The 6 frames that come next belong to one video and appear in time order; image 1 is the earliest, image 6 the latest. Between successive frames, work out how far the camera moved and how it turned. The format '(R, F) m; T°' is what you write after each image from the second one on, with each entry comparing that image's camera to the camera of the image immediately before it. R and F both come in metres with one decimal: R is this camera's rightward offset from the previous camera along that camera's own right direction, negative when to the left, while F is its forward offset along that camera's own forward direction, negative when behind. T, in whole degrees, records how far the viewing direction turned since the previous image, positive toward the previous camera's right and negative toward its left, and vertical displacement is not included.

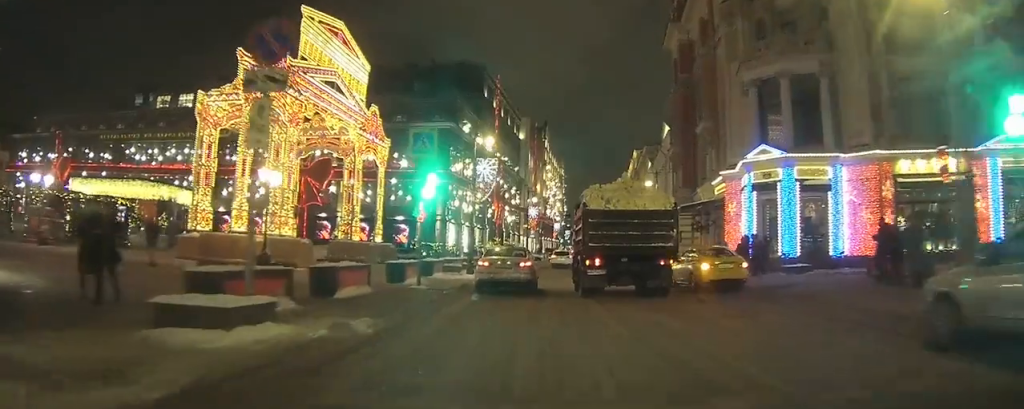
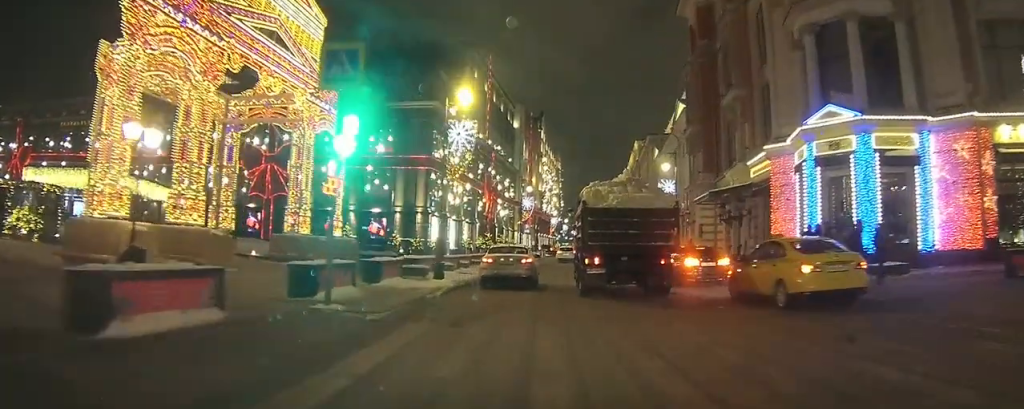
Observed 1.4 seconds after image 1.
(+0.1, +7.7) m; +1°
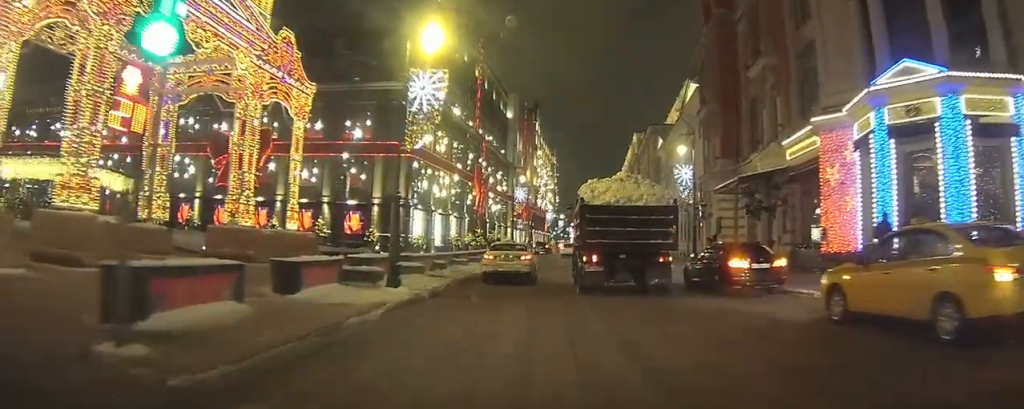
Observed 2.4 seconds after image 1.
(-0.1, +5.7) m; -2°
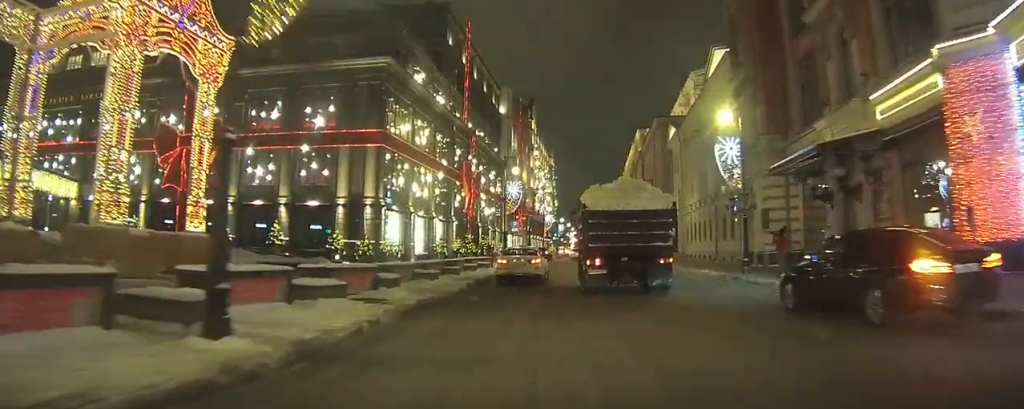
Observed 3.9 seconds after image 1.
(-0.2, +8.6) m; -2°
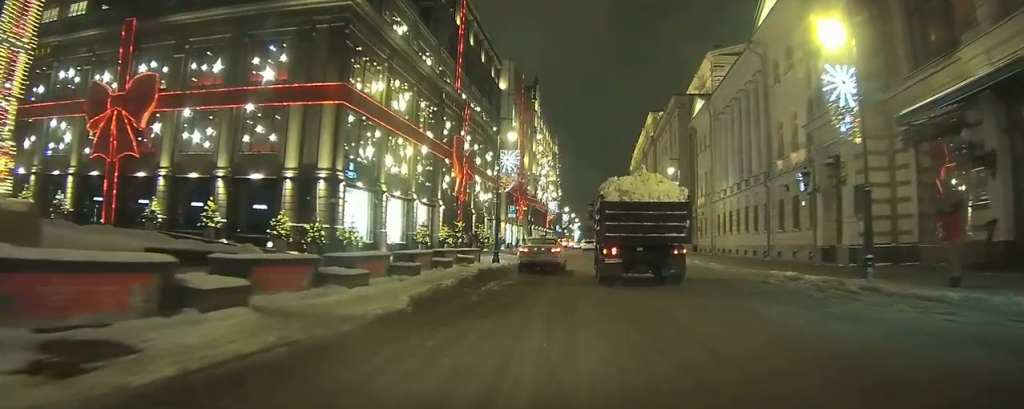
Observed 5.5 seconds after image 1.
(+0.2, +9.3) m; +2°
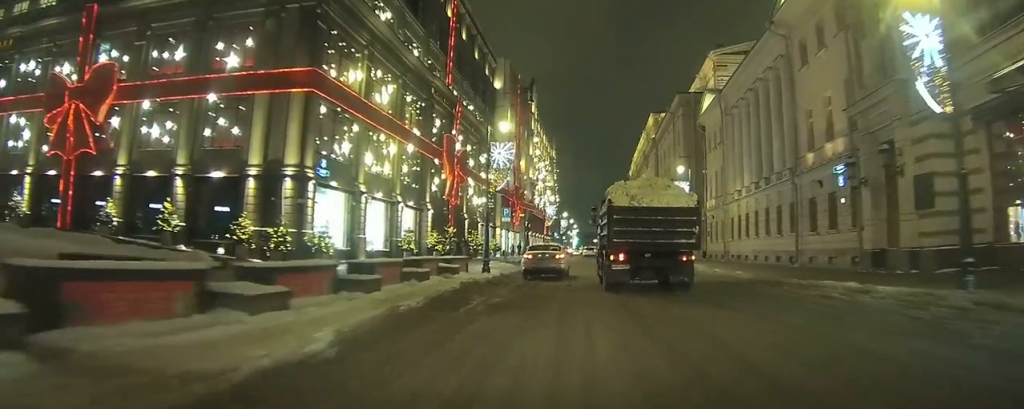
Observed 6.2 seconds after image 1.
(-0.1, +3.9) m; +1°
